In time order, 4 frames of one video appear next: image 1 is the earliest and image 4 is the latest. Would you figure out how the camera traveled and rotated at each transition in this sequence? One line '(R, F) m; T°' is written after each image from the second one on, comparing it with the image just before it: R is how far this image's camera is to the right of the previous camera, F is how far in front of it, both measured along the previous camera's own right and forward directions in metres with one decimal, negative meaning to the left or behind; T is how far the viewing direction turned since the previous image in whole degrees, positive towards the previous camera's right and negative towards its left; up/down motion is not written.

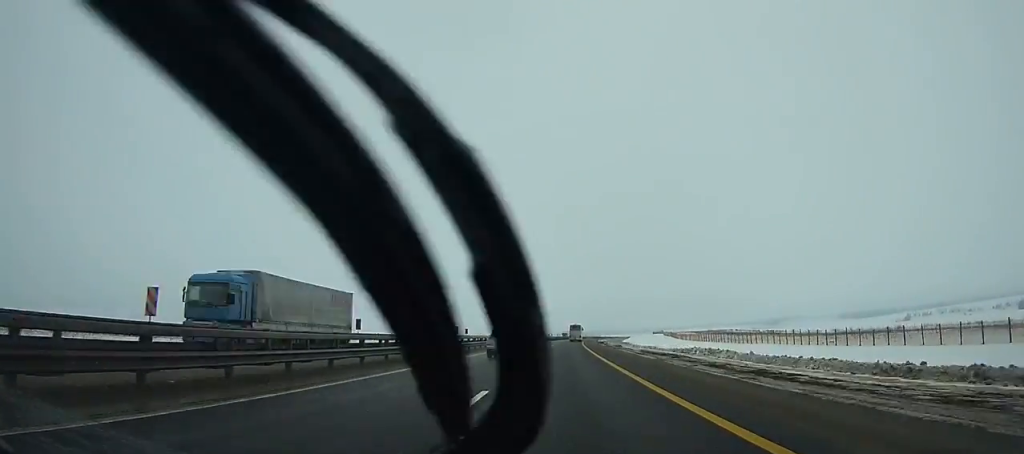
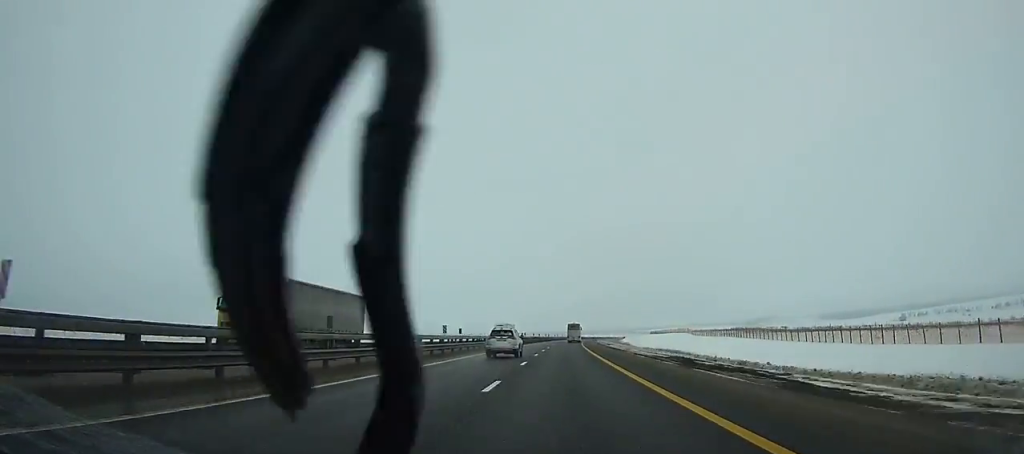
(+1.6, +92.7) m; +2°
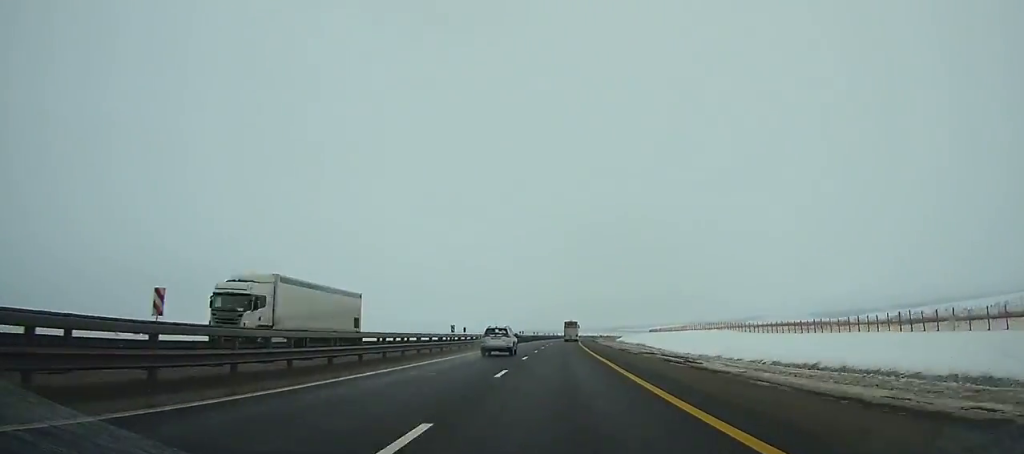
(+1.4, +55.5) m; +1°
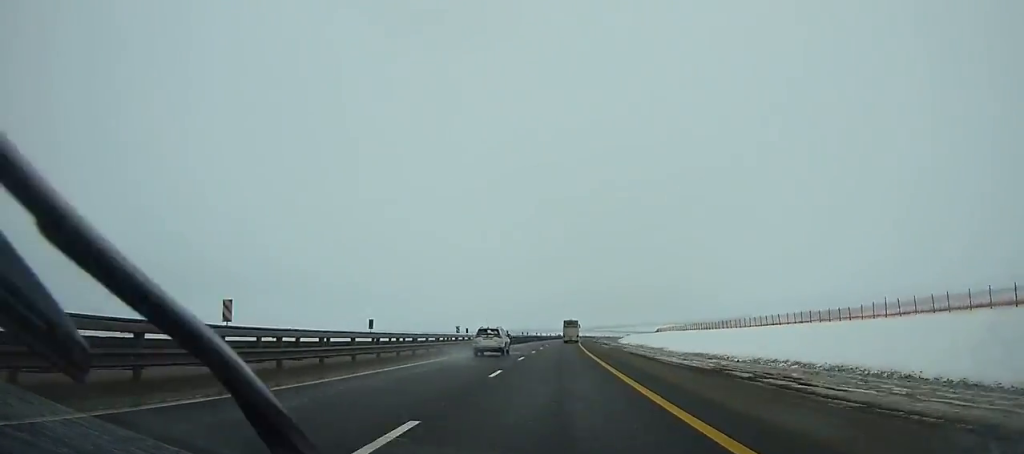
(+1.6, +83.1) m; +2°
